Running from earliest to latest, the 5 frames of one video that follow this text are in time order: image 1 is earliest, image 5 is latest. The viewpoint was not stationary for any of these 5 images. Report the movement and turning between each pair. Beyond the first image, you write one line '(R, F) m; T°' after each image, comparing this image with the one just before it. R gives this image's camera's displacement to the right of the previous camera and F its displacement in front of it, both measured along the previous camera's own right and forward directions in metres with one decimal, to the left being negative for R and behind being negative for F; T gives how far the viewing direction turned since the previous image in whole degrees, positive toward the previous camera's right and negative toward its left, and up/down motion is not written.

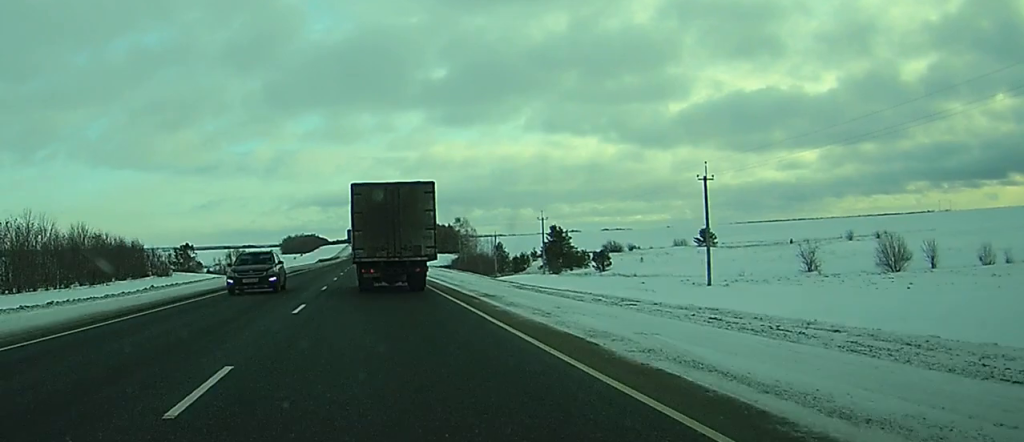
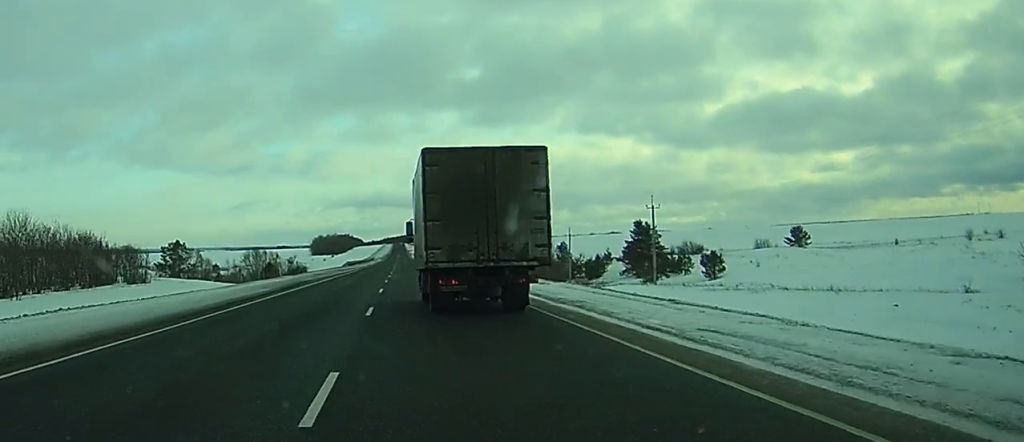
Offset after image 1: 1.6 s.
(-0.5, +36.1) m; -2°
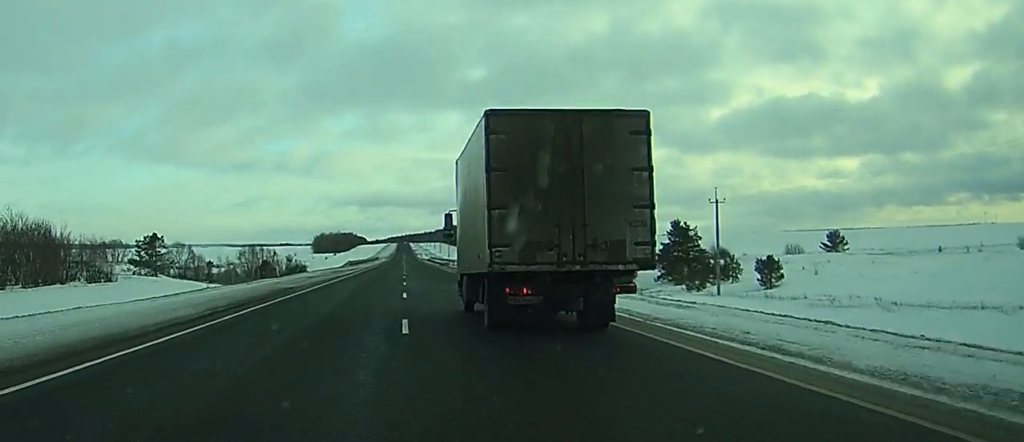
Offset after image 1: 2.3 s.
(-0.1, +16.1) m; -1°
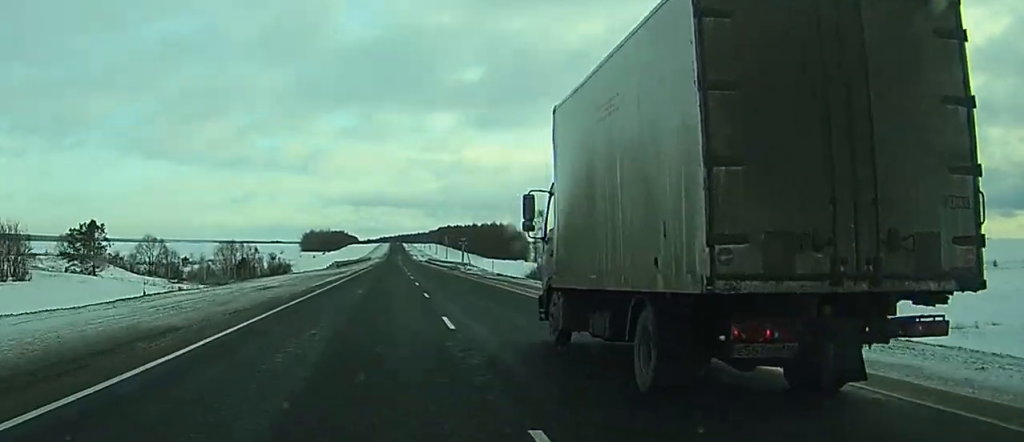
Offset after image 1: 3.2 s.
(-0.1, +22.0) m; 0°
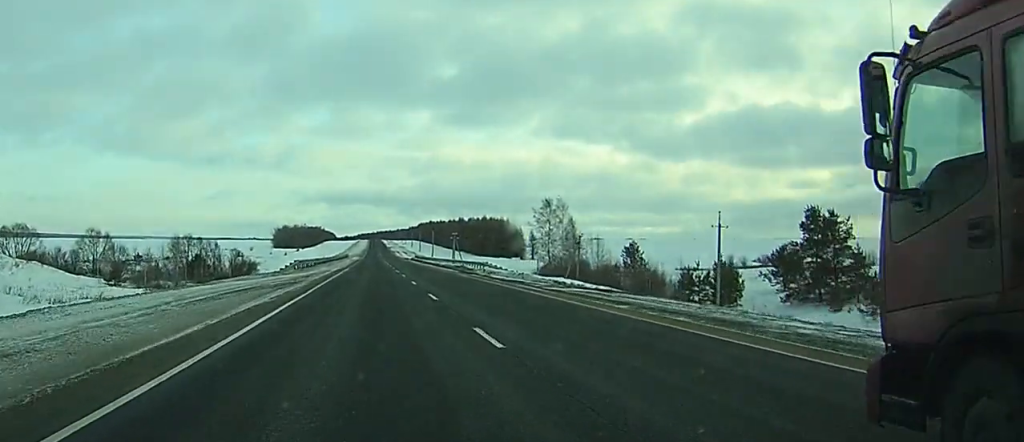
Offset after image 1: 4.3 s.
(+0.1, +26.8) m; +1°
